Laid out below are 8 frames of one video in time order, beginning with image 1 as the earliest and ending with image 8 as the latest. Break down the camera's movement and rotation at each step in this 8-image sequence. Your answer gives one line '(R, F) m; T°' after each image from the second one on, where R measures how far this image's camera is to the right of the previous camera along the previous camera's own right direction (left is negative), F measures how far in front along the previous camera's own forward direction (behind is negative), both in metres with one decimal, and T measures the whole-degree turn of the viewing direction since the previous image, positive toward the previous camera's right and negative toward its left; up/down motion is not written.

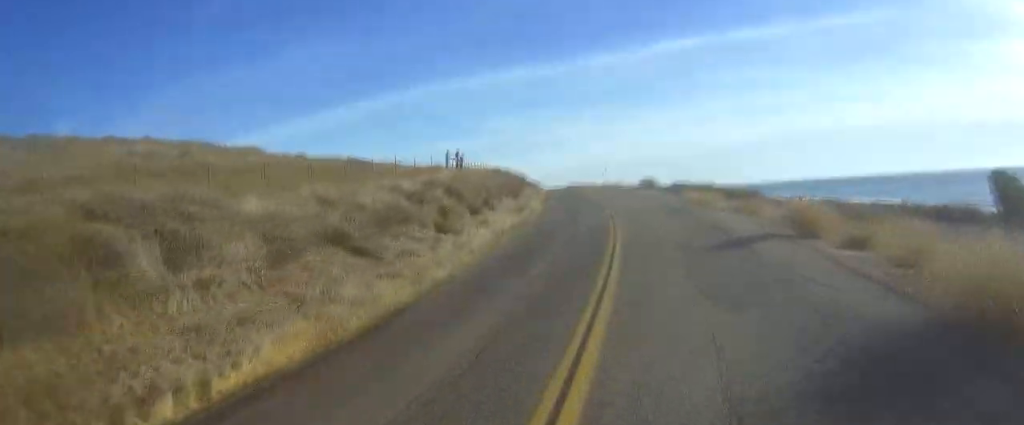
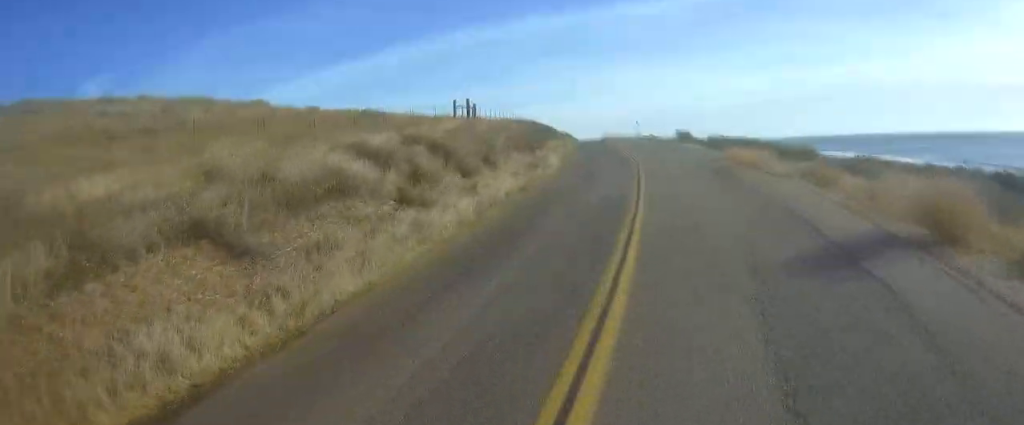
(-0.2, +6.0) m; -2°
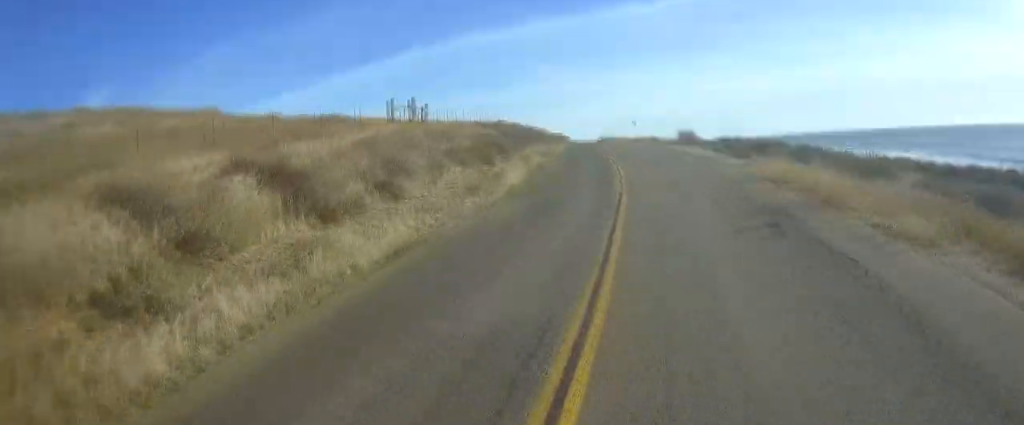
(-0.3, +9.9) m; -3°
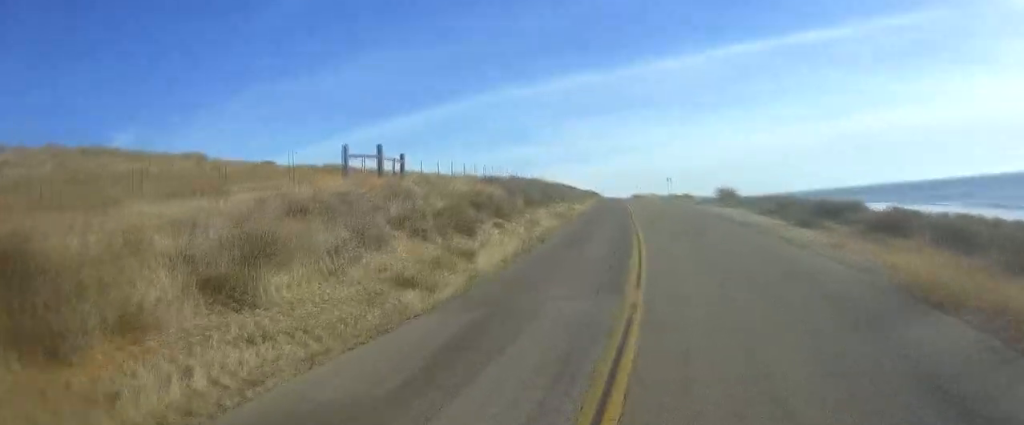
(-0.1, +8.2) m; -2°
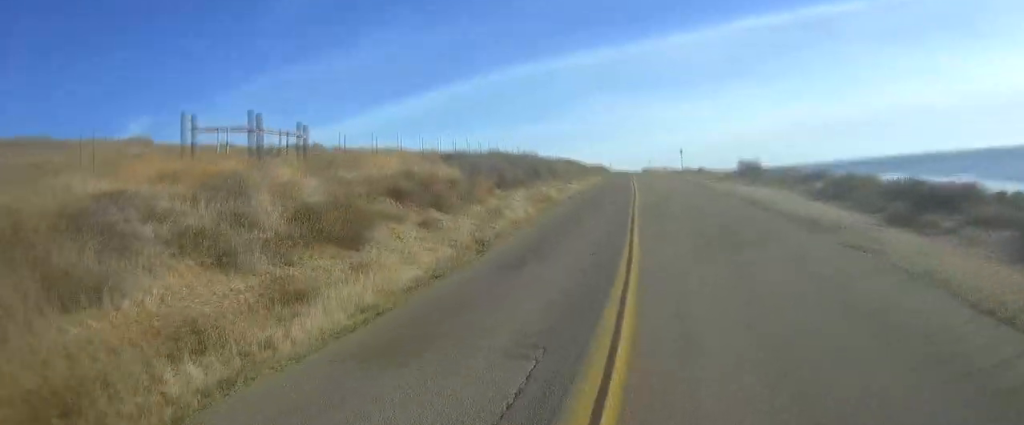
(-0.2, +9.7) m; -1°
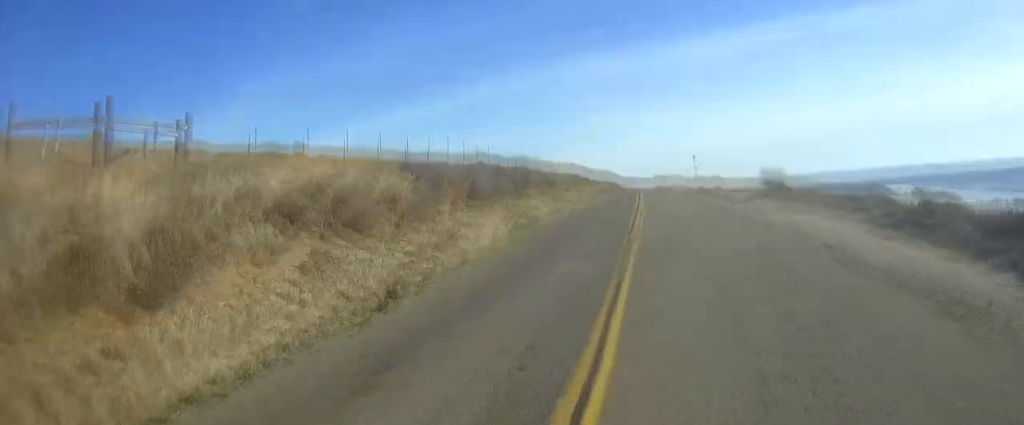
(-0.1, +6.6) m; 0°
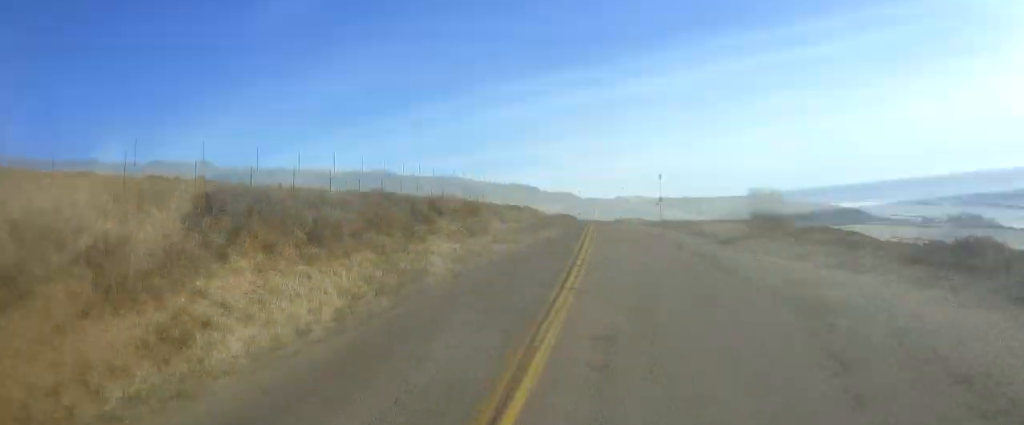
(0.0, +10.0) m; 0°
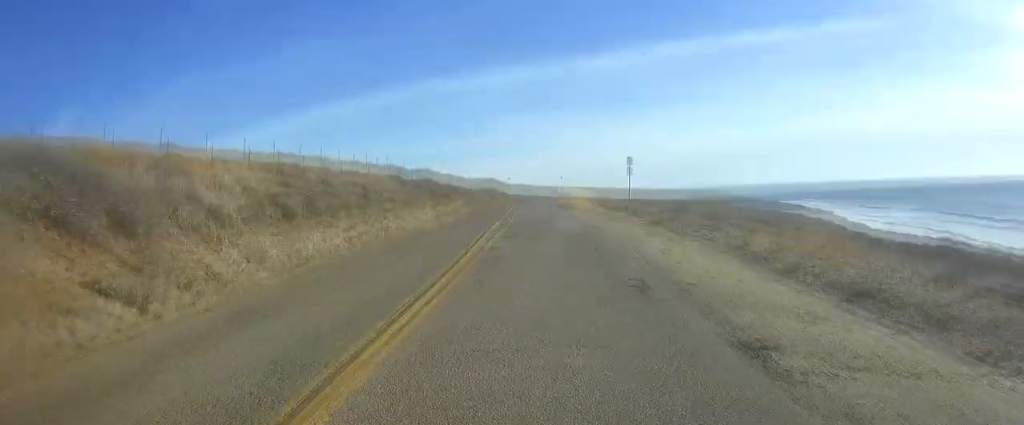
(+0.1, +28.1) m; 0°
